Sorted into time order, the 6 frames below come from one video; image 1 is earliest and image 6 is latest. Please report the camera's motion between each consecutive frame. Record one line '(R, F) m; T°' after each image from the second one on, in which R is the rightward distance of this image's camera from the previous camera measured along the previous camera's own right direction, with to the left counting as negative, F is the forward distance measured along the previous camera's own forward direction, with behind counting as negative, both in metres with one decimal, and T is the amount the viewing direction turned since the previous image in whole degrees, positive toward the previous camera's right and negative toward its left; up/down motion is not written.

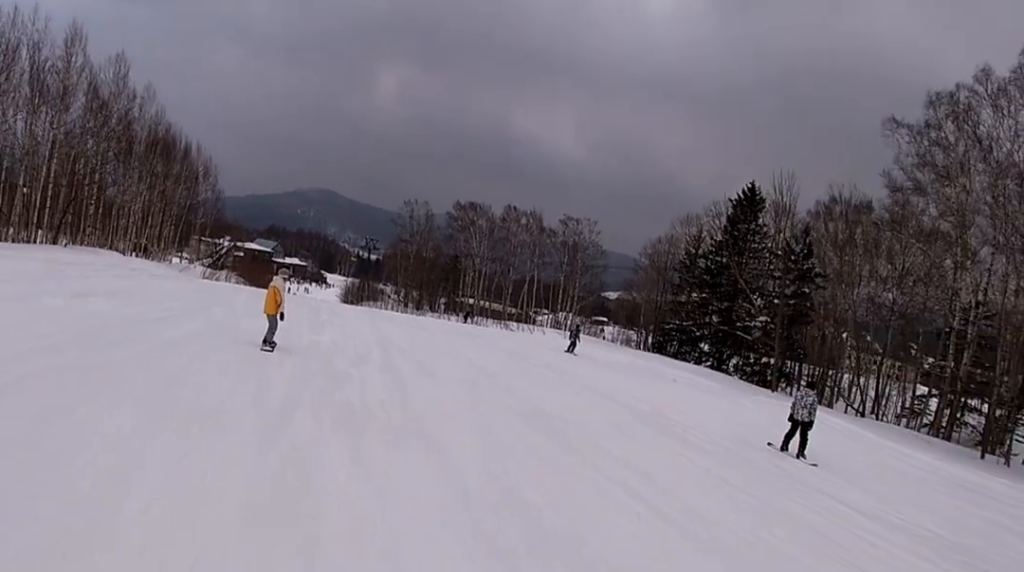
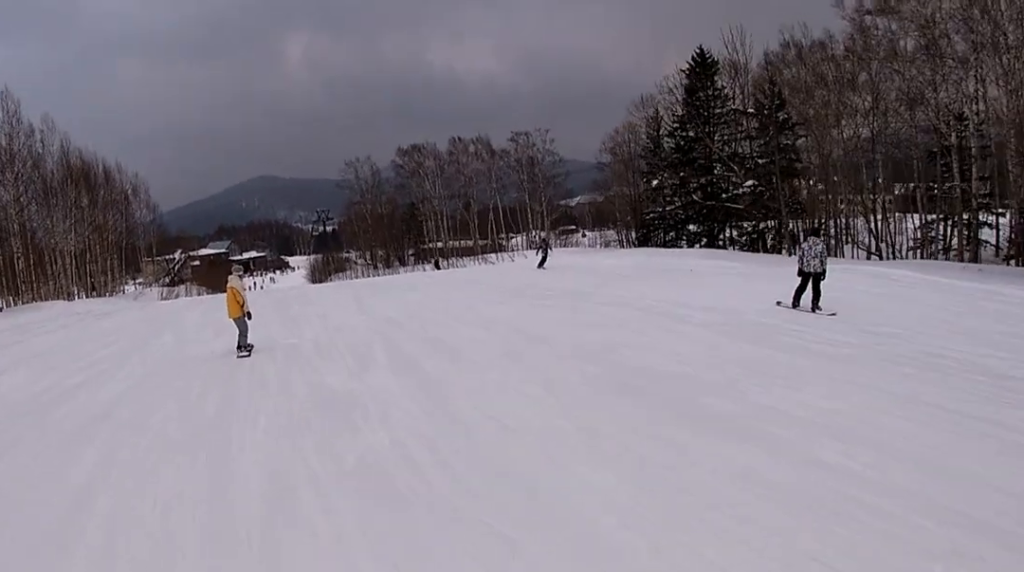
(+0.3, +3.2) m; 0°
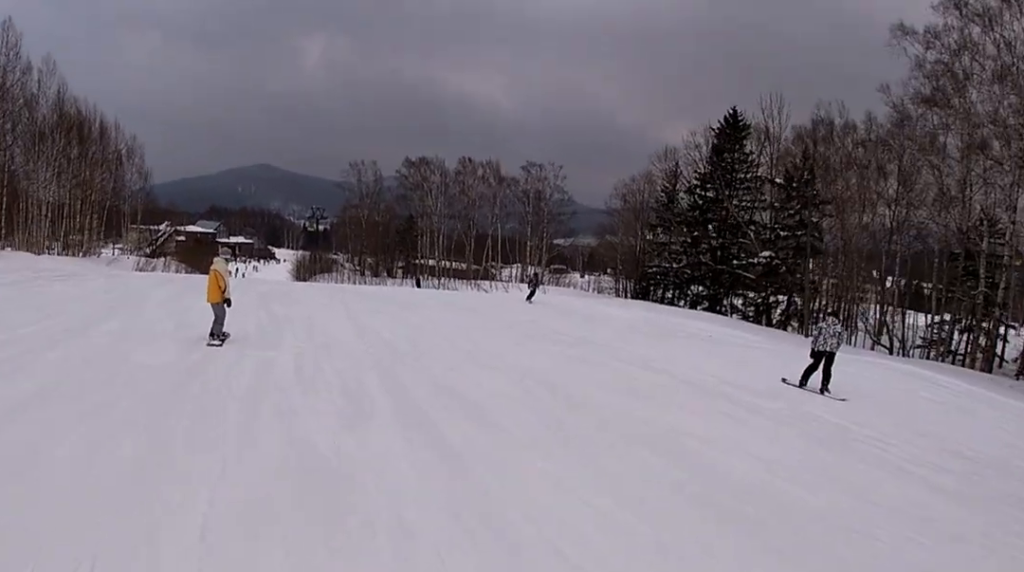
(-0.3, +2.5) m; +2°
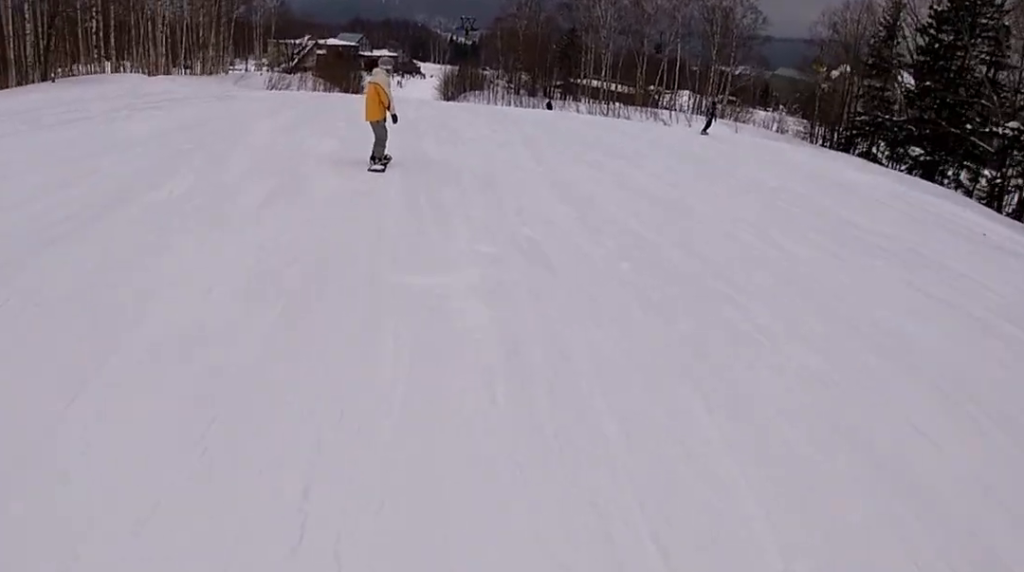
(+0.3, +5.0) m; +8°
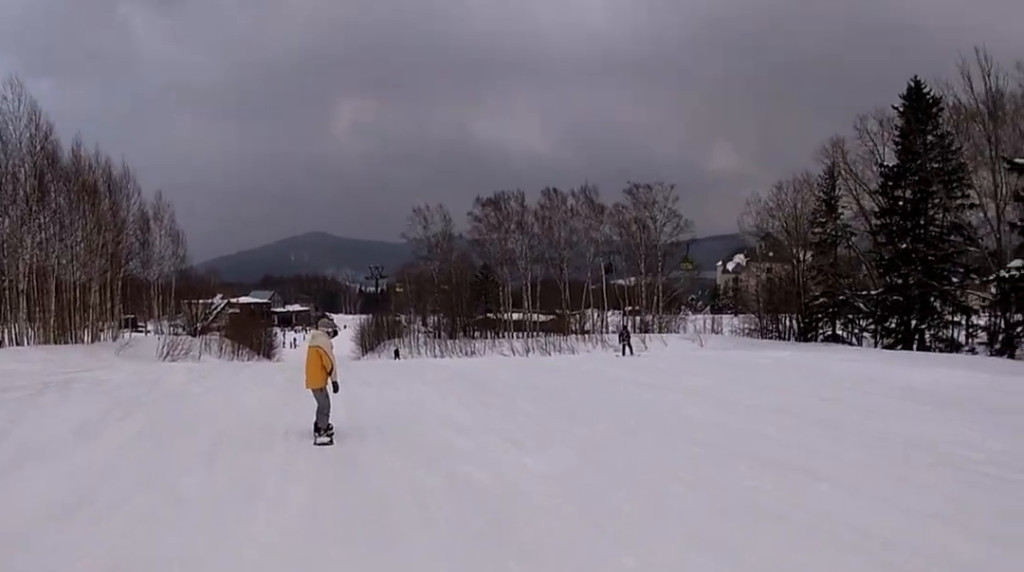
(-0.6, +9.2) m; -16°
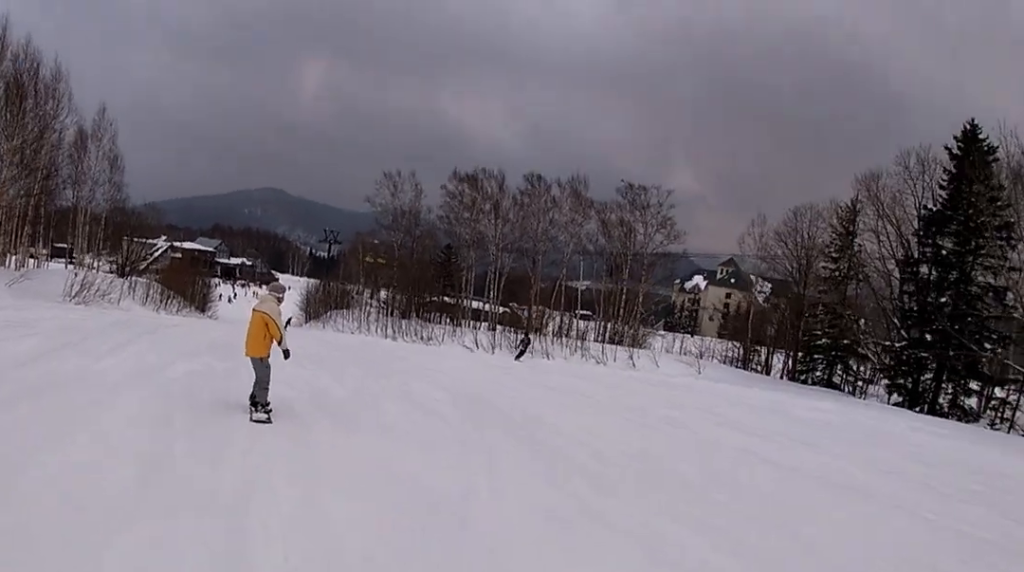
(-0.3, +6.4) m; +5°
